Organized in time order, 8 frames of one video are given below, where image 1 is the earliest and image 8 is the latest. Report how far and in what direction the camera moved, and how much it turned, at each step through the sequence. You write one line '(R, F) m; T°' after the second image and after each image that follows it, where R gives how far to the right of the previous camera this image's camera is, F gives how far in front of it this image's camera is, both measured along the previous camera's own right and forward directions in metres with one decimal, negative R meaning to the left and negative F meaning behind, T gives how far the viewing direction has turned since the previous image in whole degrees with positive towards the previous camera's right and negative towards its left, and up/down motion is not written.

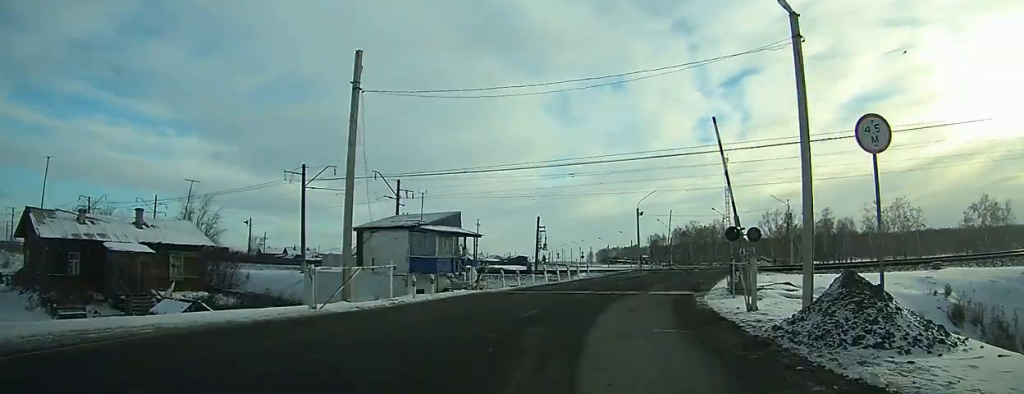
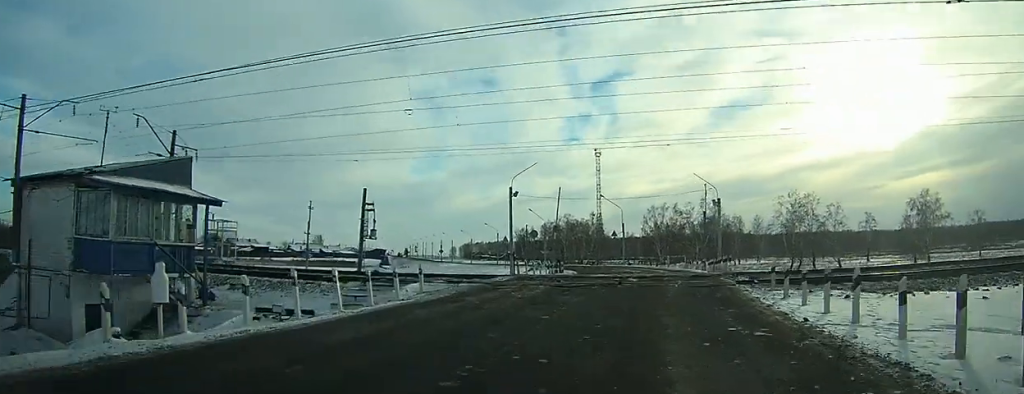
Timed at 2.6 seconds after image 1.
(+1.2, +20.5) m; +8°
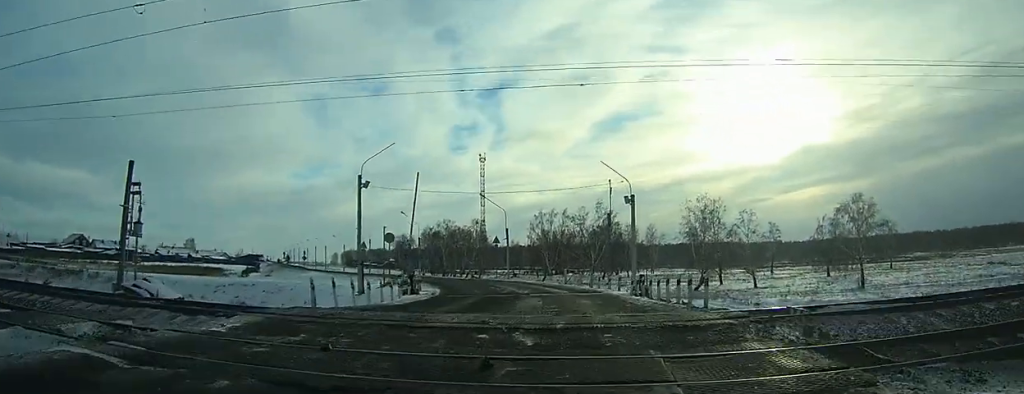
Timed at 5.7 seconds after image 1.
(+1.7, +13.8) m; +17°
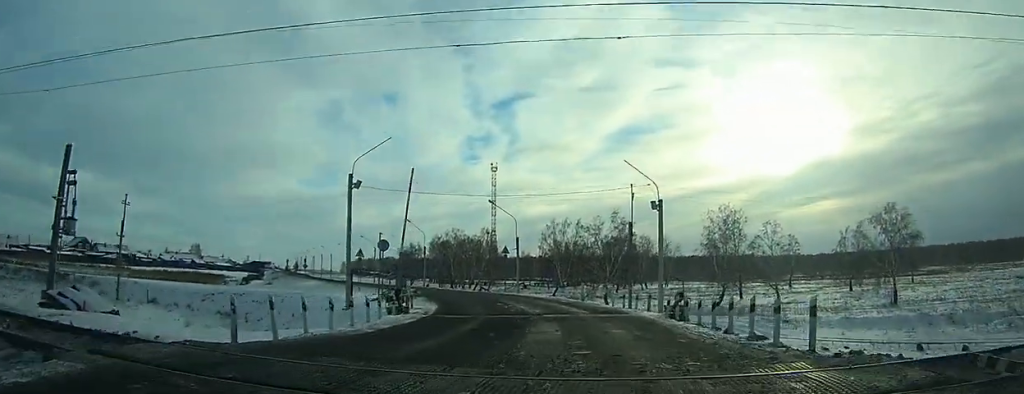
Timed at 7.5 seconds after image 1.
(+0.4, +4.9) m; +9°
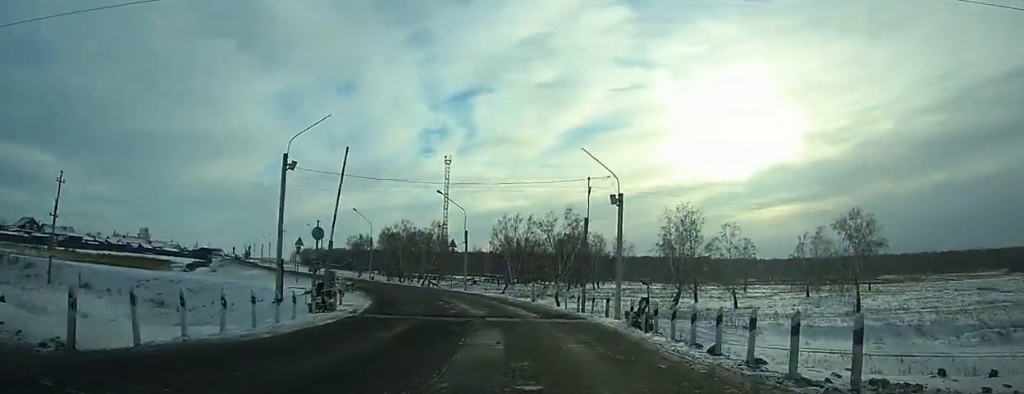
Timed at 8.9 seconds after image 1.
(+0.3, +3.3) m; +3°
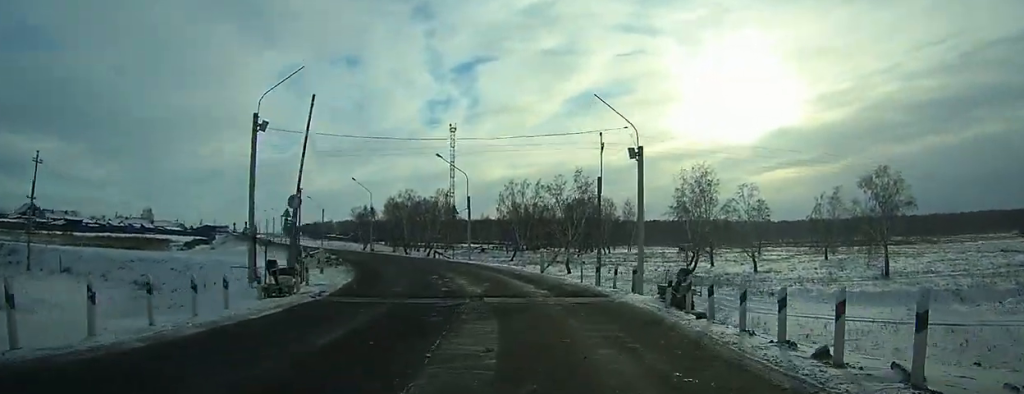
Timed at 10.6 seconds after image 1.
(0.0, +4.4) m; -2°
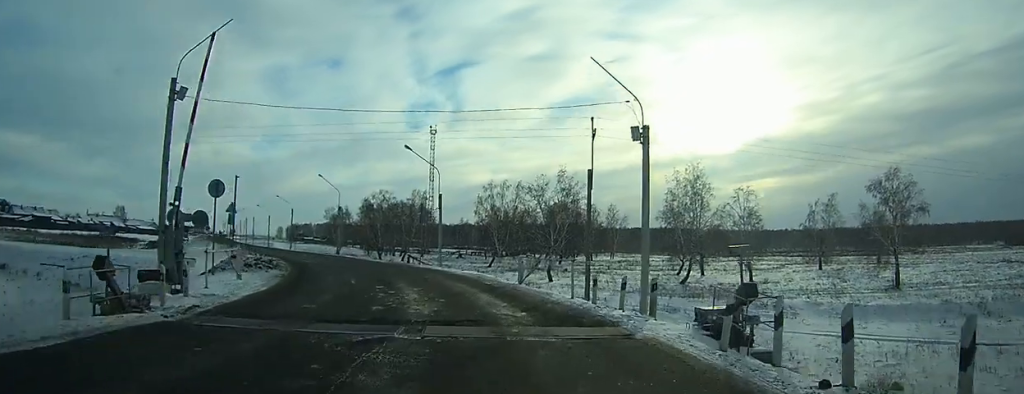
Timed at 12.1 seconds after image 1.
(-0.1, +4.1) m; -4°
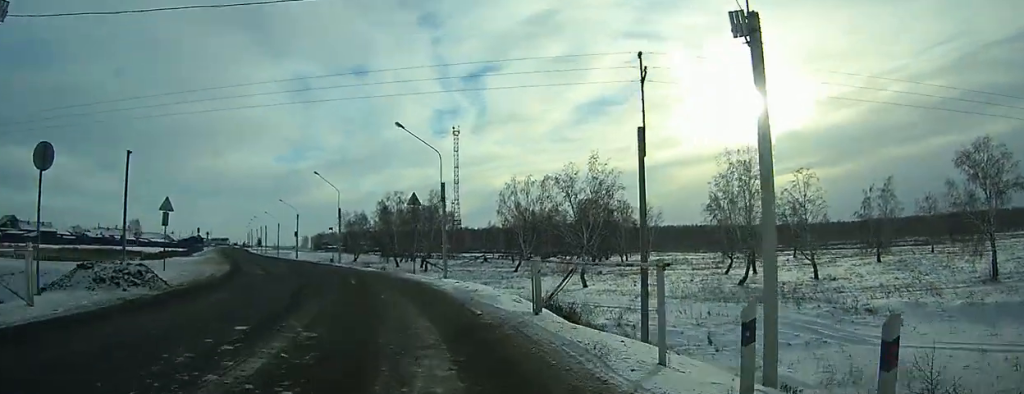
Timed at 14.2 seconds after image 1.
(-0.4, +6.7) m; -9°
